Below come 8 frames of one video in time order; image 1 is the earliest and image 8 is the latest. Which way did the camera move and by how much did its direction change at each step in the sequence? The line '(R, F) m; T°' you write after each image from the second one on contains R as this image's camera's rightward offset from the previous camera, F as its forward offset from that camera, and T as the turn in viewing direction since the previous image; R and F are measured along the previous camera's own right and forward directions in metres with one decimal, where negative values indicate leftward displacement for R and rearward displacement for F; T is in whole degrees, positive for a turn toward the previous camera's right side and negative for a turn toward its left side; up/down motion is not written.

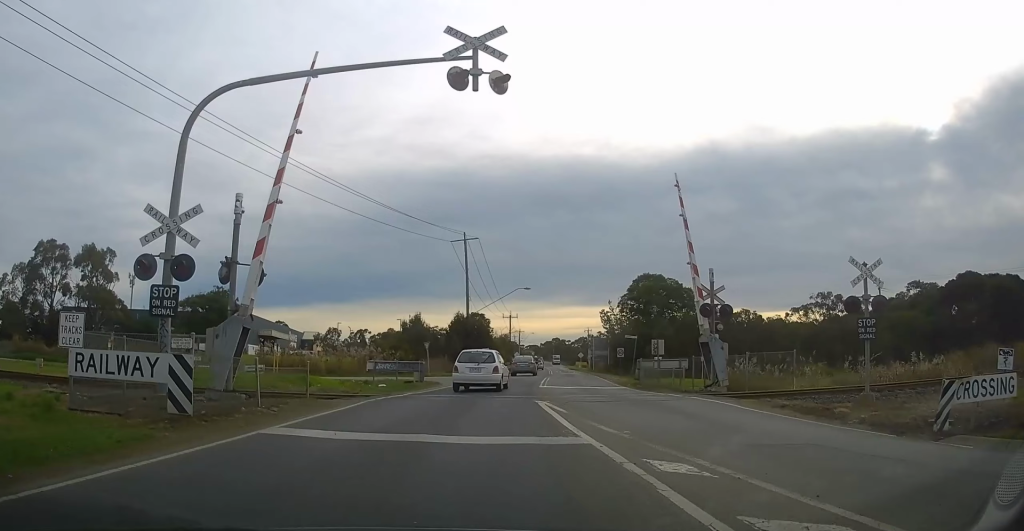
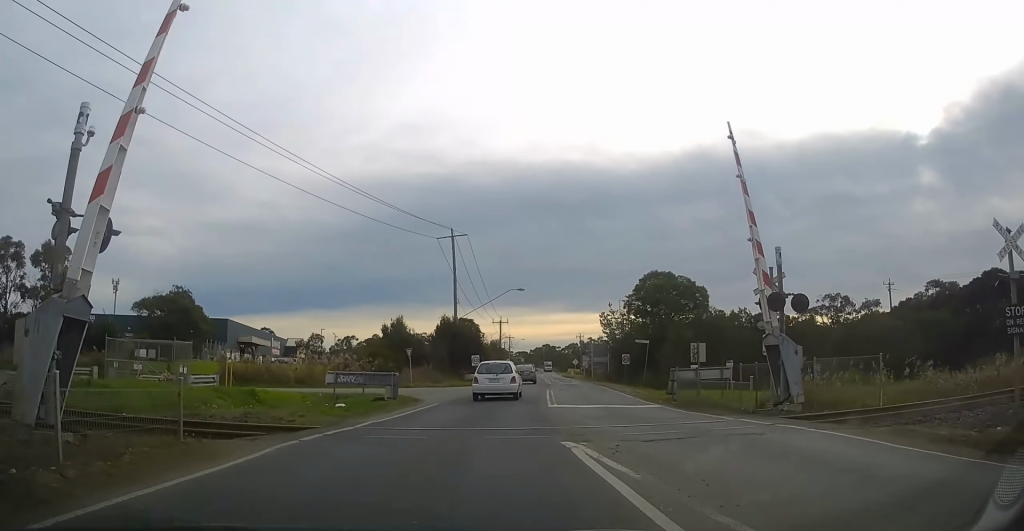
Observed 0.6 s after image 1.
(+0.1, +6.1) m; +1°
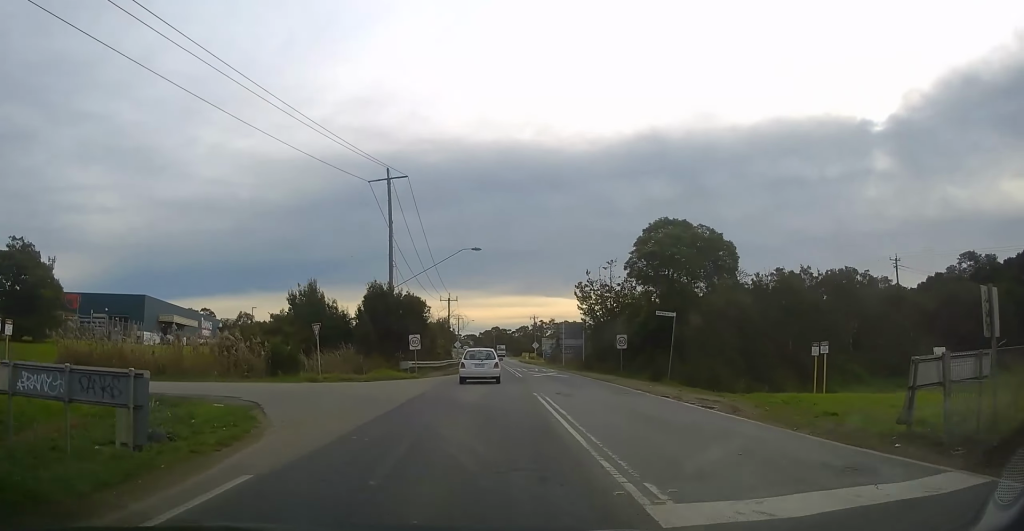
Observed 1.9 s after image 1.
(+0.4, +14.2) m; +3°
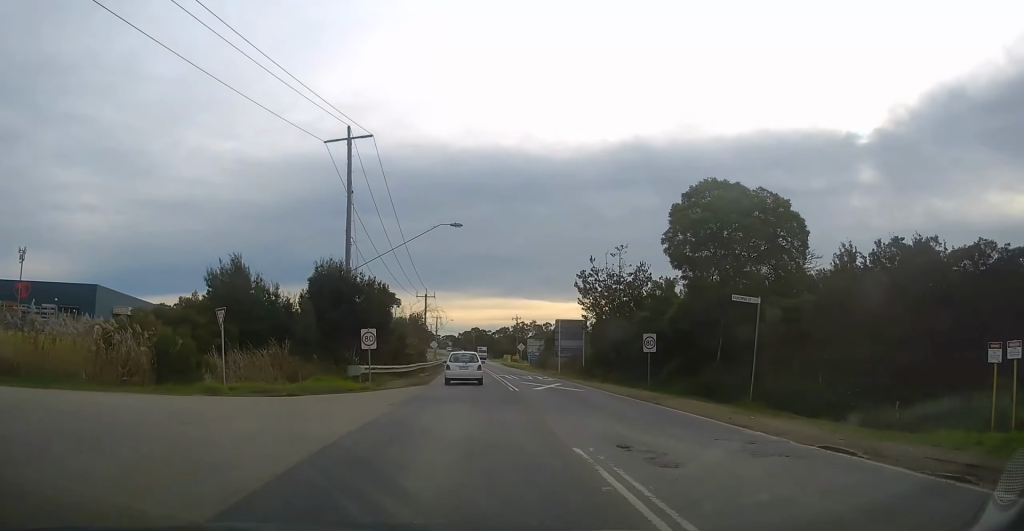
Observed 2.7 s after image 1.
(+0.1, +10.1) m; +2°
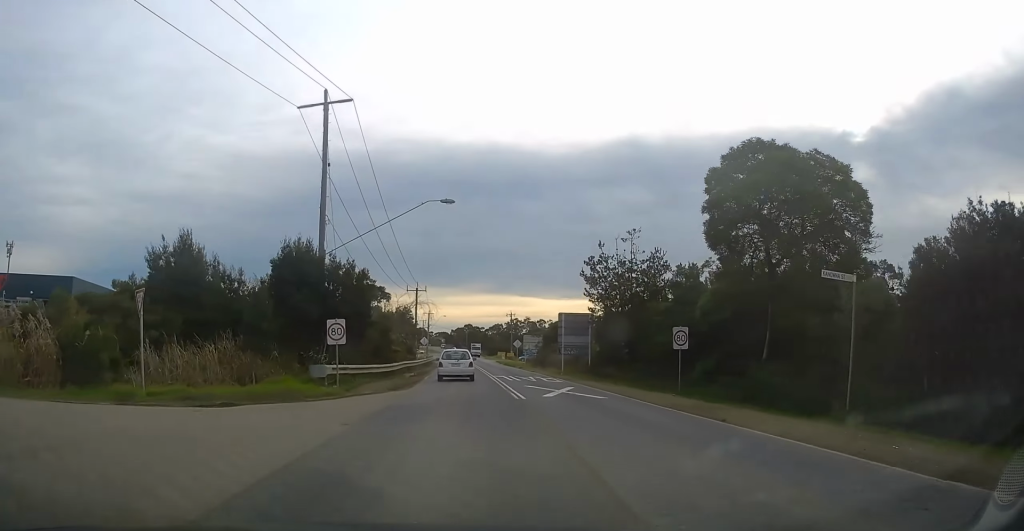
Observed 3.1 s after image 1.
(-0.1, +5.6) m; +1°
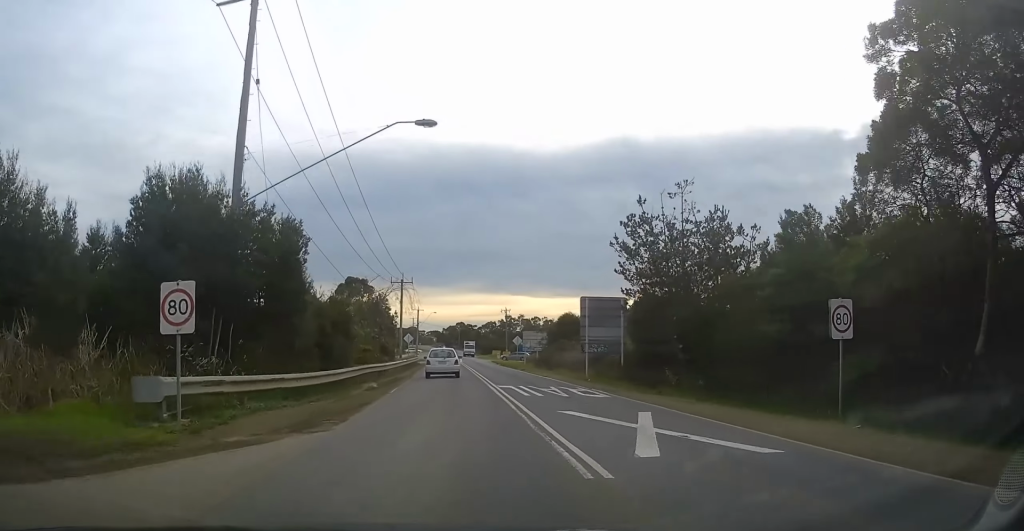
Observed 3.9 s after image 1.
(+0.4, +11.4) m; +1°
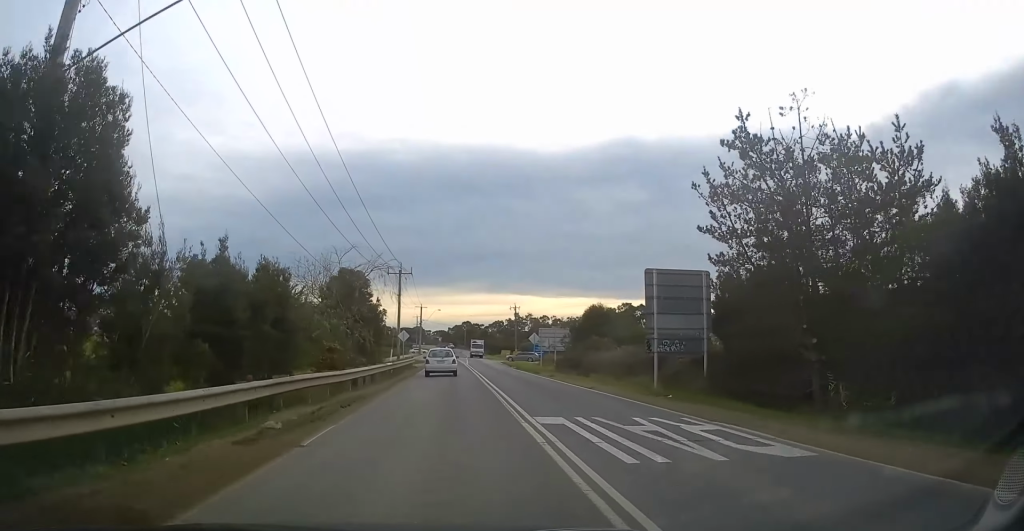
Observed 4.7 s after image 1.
(-0.1, +11.2) m; 0°
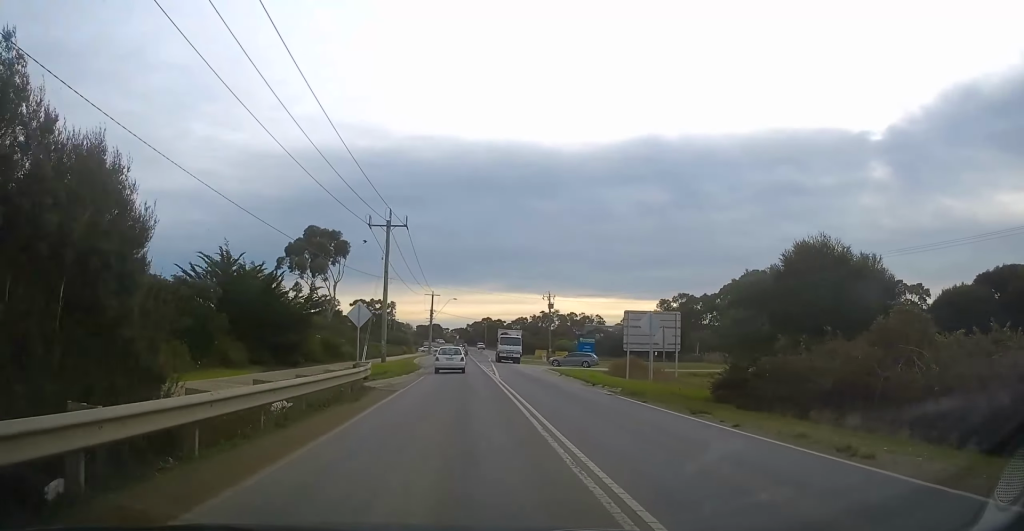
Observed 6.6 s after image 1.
(-0.3, +30.5) m; -2°
